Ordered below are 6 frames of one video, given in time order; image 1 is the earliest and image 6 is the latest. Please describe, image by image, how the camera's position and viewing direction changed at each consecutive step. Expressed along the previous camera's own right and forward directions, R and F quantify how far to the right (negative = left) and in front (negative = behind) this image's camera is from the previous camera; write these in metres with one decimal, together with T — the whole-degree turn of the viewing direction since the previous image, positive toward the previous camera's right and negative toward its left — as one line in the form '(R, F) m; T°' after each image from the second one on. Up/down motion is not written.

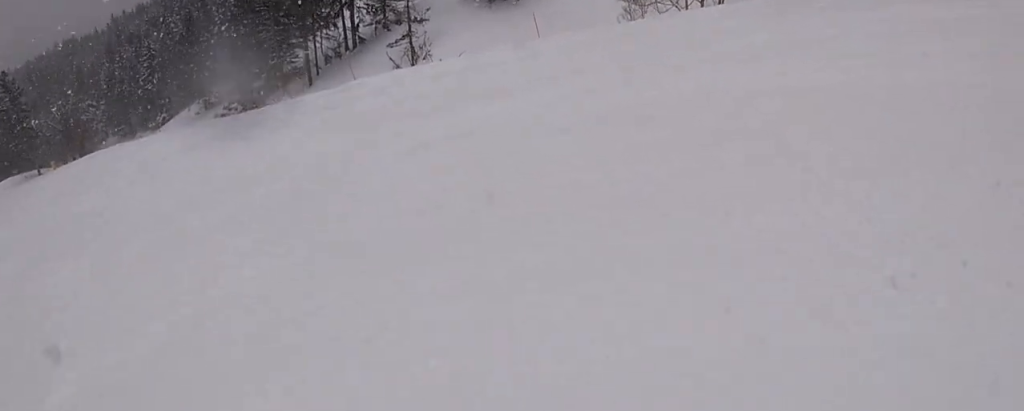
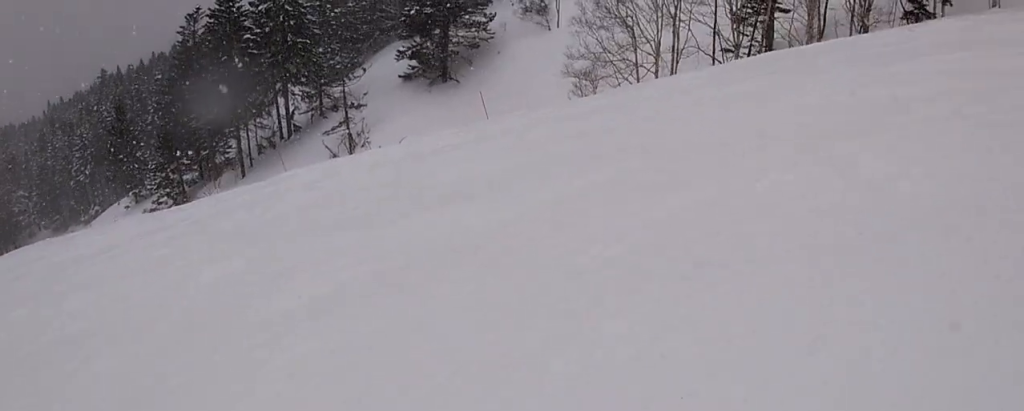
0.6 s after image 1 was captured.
(-0.2, +4.0) m; +6°
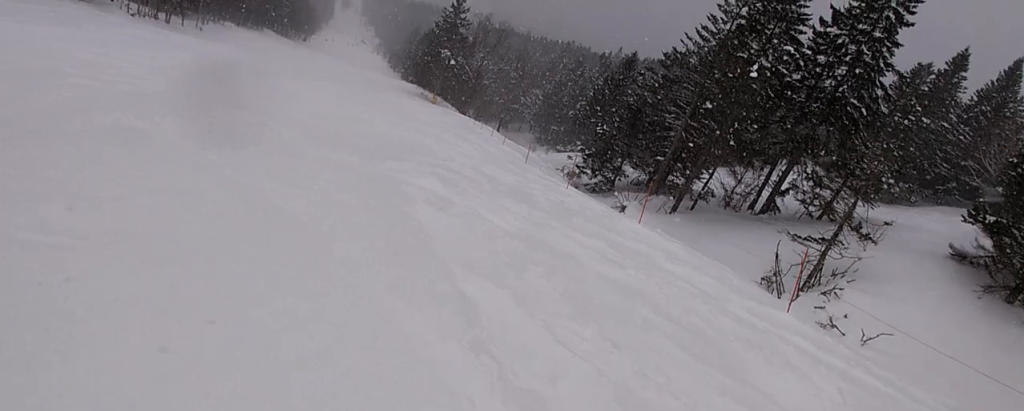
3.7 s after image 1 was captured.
(-5.5, +22.1) m; -52°
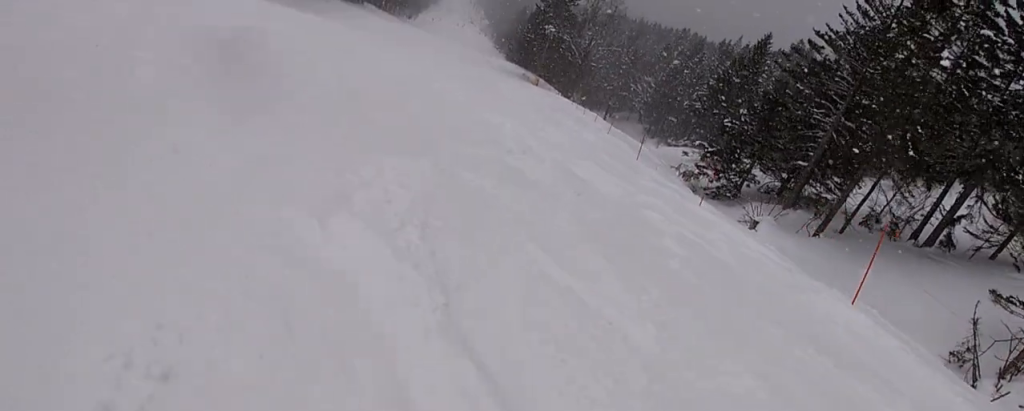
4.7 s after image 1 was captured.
(-1.6, +8.5) m; -18°
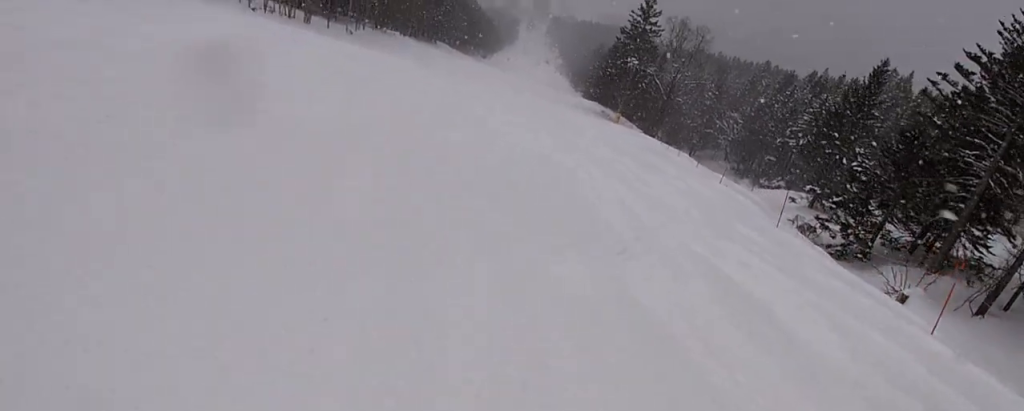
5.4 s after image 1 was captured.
(-0.9, +7.1) m; -14°
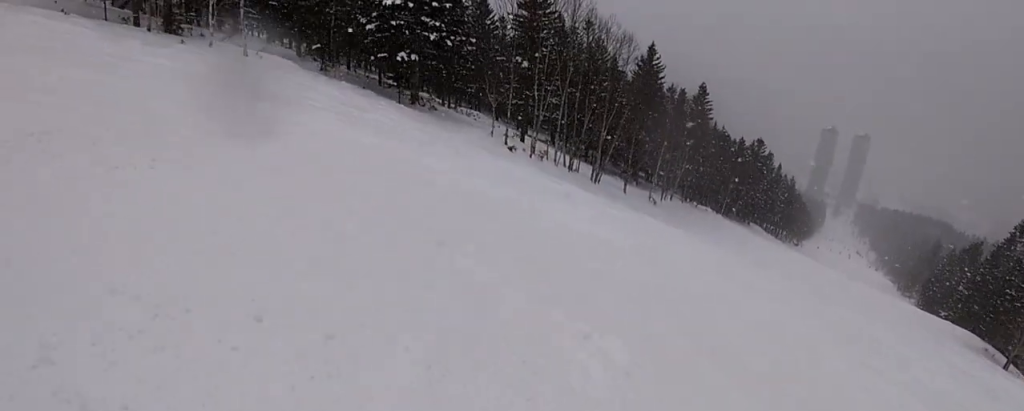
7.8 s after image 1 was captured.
(-6.0, +21.5) m; -28°
